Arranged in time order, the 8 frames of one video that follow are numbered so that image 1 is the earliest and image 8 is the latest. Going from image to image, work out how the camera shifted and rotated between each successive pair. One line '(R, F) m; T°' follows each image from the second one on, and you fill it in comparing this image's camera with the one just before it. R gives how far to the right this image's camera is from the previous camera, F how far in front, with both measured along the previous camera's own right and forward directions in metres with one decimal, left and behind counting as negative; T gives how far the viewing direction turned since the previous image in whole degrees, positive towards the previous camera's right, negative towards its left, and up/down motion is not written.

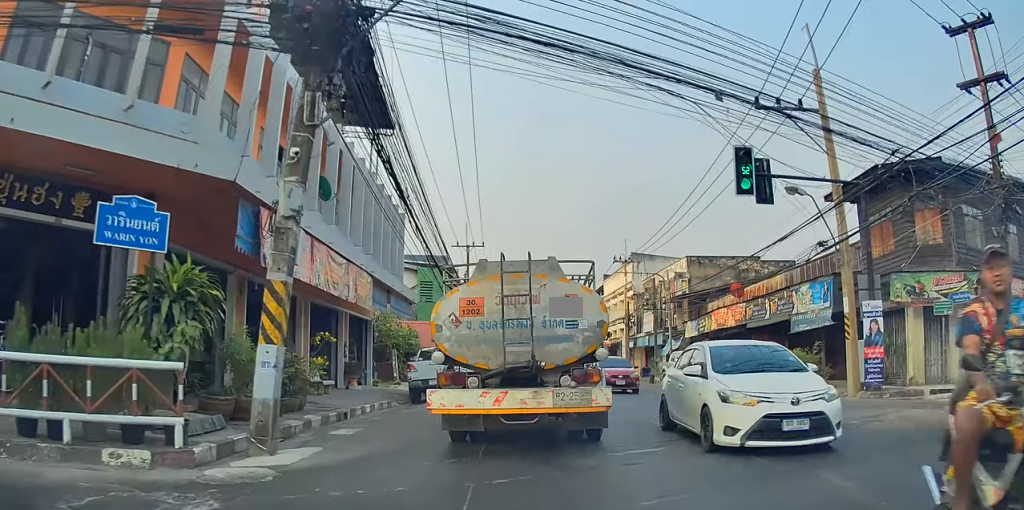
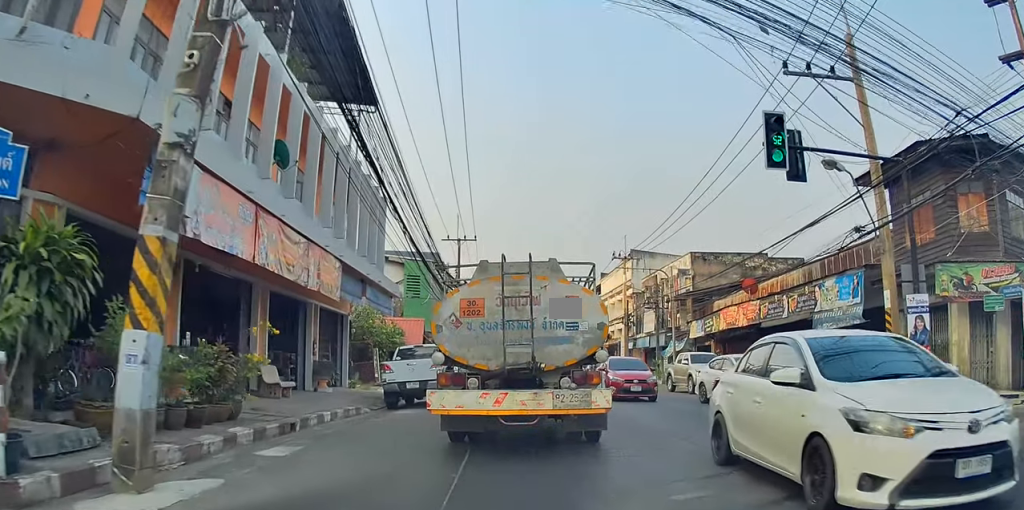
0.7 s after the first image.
(+0.2, +2.4) m; -3°
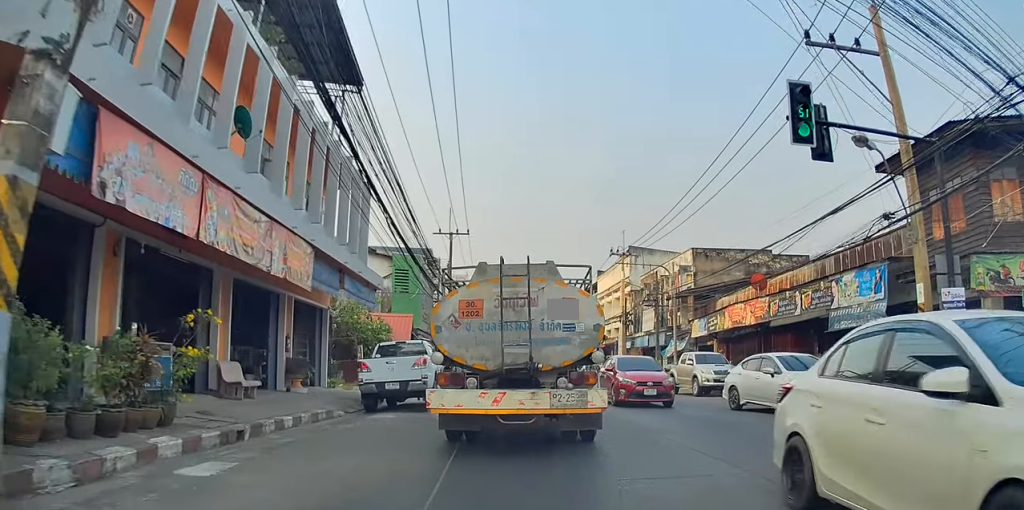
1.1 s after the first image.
(-0.1, +1.8) m; -4°
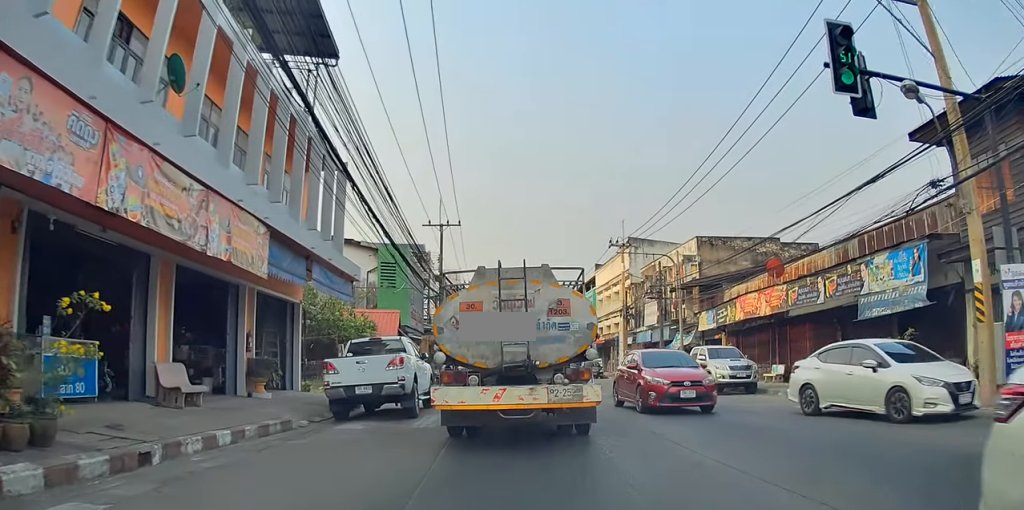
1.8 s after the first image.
(-0.2, +2.5) m; -6°
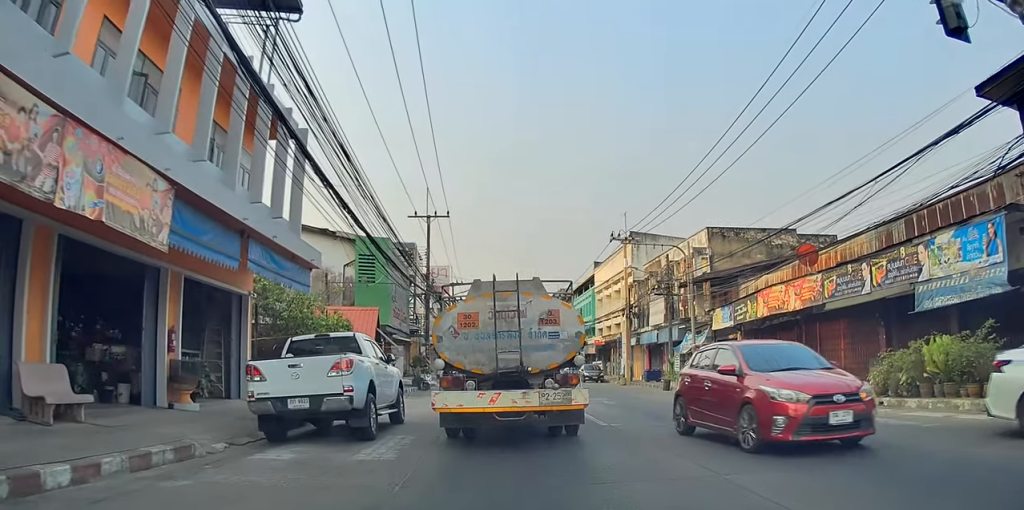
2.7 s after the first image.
(-0.2, +3.8) m; -5°
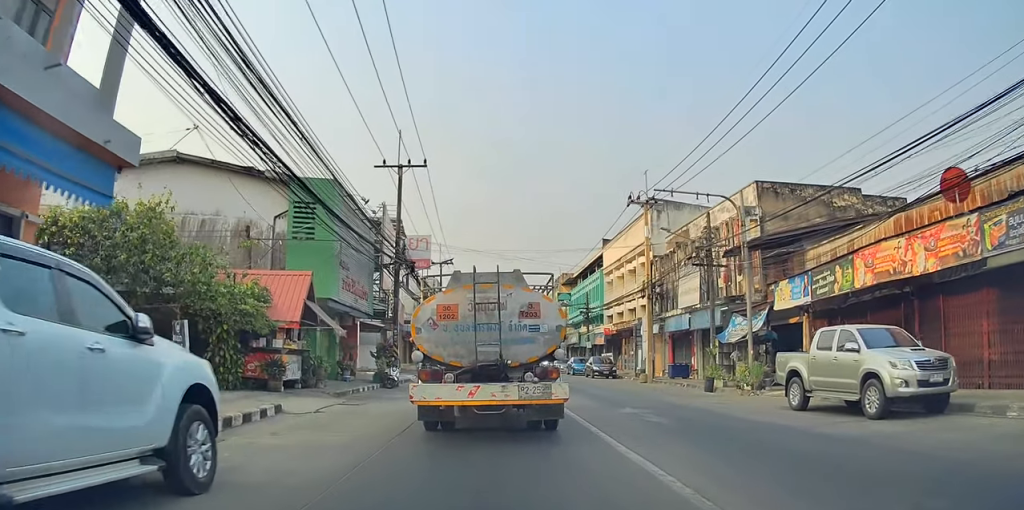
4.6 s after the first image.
(-0.7, +8.4) m; -21°
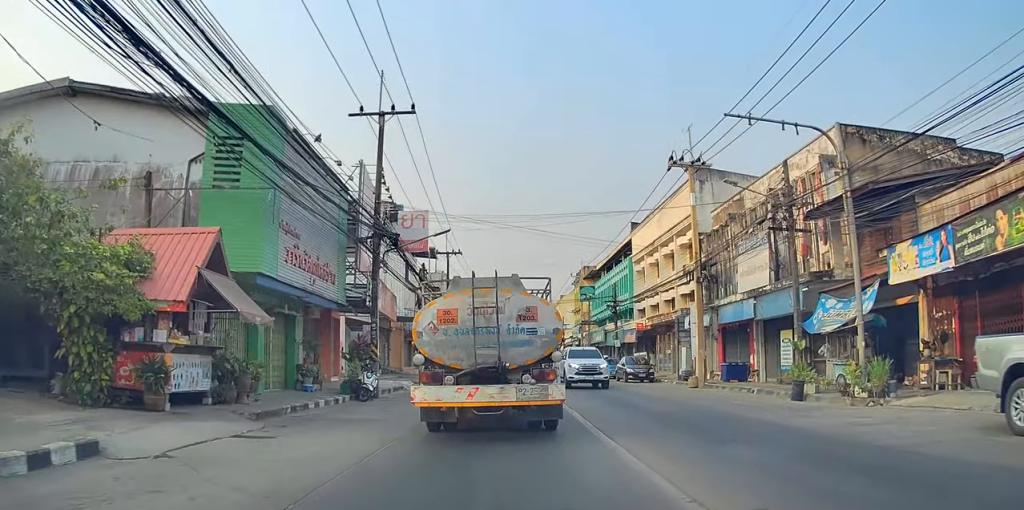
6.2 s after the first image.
(-1.1, +7.3) m; 0°
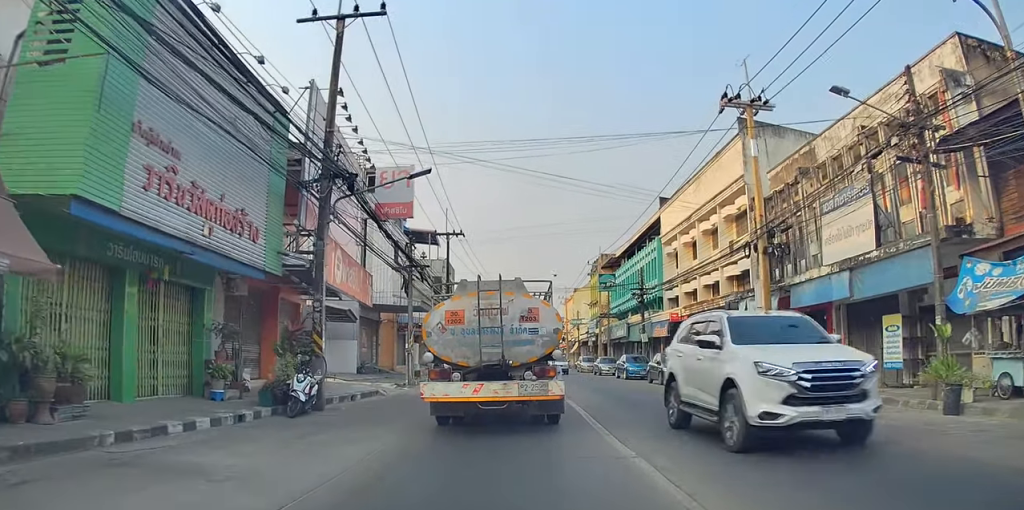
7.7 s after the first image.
(+0.6, +7.1) m; -1°
